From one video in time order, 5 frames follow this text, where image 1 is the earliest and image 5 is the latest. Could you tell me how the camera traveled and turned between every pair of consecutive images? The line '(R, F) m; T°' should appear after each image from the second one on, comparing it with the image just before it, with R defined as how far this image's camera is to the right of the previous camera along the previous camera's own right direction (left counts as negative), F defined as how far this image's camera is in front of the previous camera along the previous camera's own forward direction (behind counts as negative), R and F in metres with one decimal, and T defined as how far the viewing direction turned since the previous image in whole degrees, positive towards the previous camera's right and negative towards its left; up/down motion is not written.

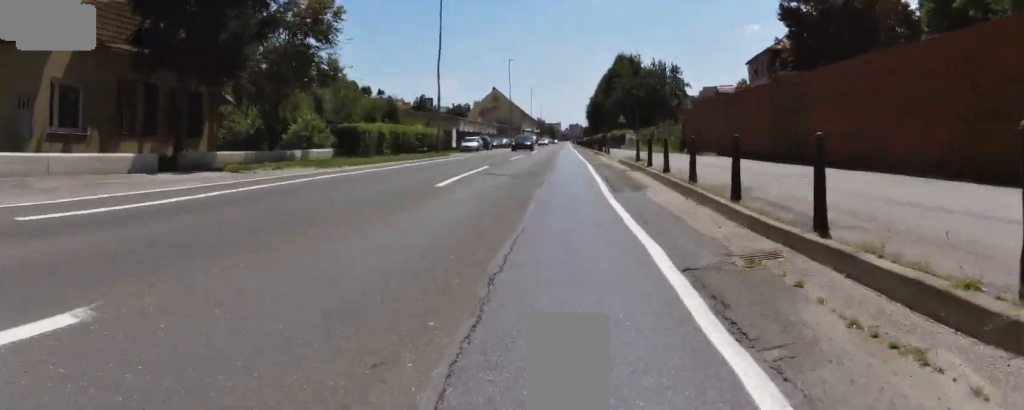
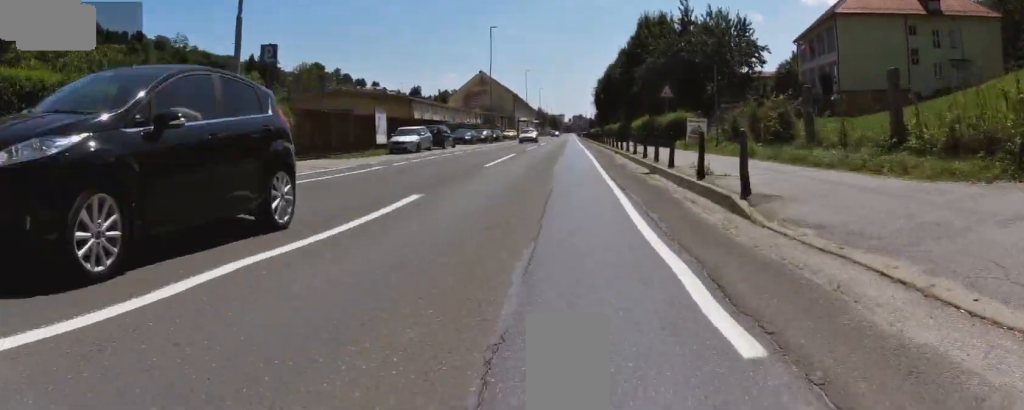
(+1.6, +21.9) m; +4°
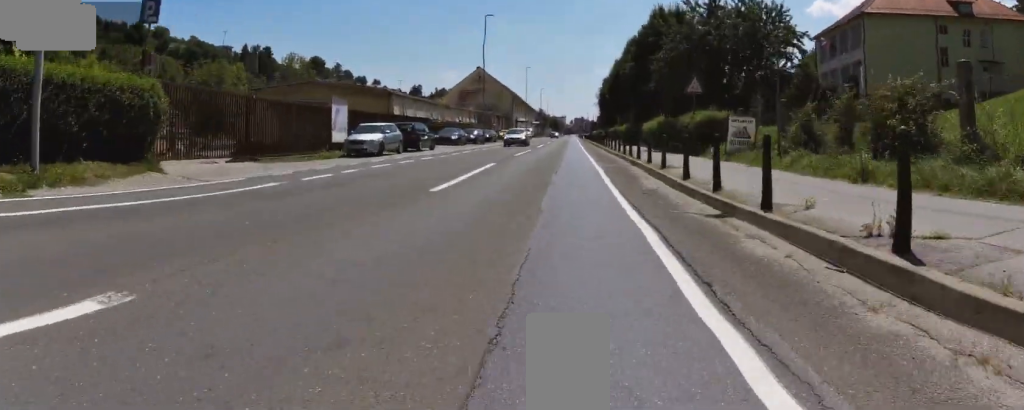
(0.0, +5.9) m; 0°
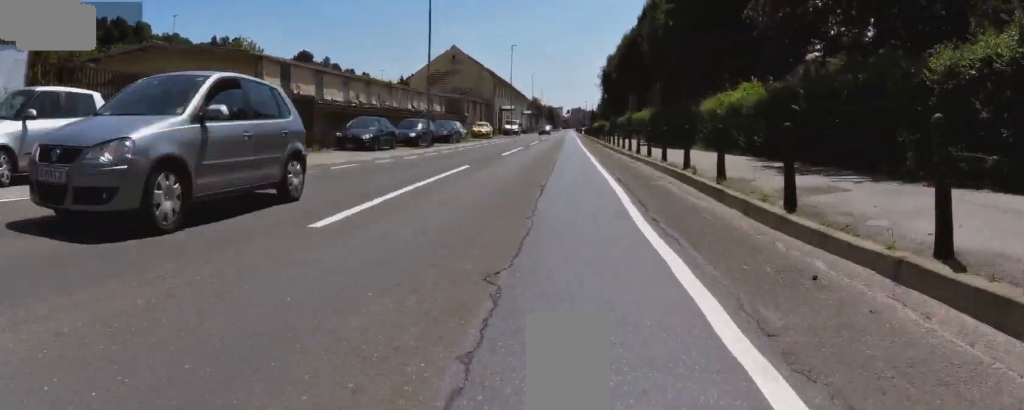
(0.0, +17.5) m; -2°
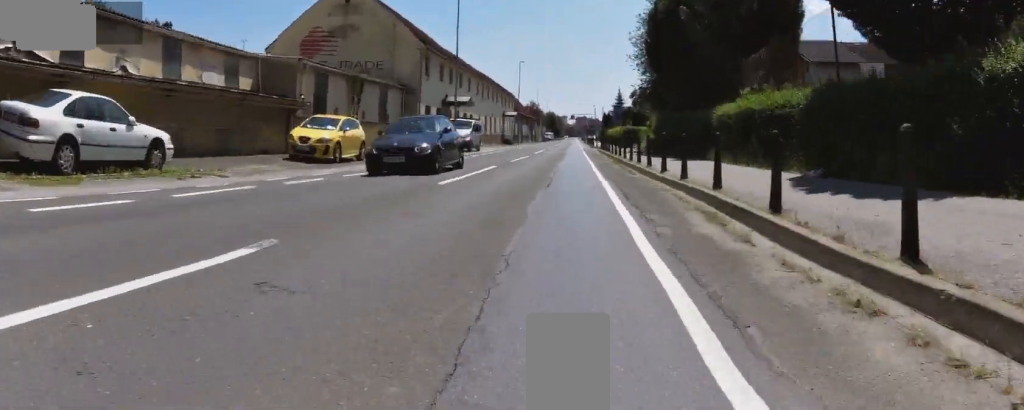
(-1.5, +36.7) m; -3°
